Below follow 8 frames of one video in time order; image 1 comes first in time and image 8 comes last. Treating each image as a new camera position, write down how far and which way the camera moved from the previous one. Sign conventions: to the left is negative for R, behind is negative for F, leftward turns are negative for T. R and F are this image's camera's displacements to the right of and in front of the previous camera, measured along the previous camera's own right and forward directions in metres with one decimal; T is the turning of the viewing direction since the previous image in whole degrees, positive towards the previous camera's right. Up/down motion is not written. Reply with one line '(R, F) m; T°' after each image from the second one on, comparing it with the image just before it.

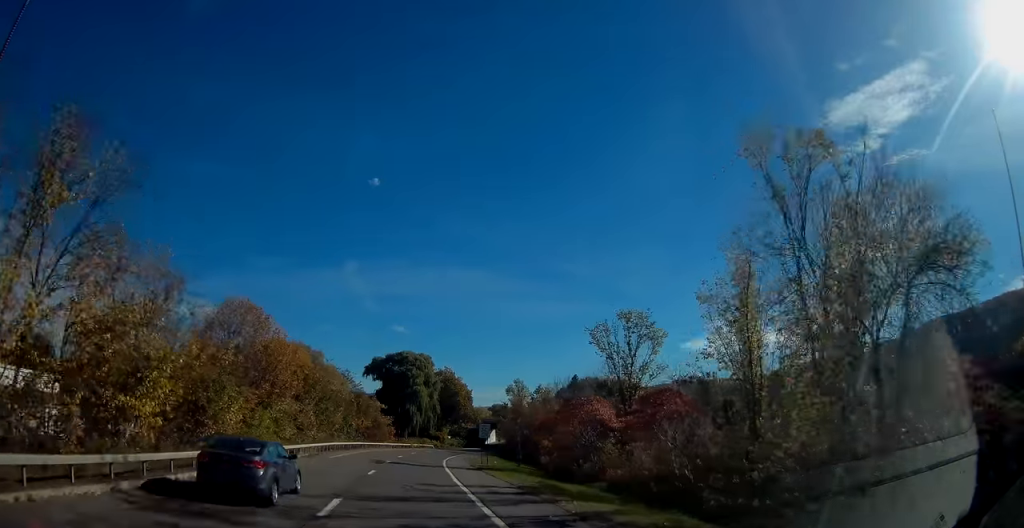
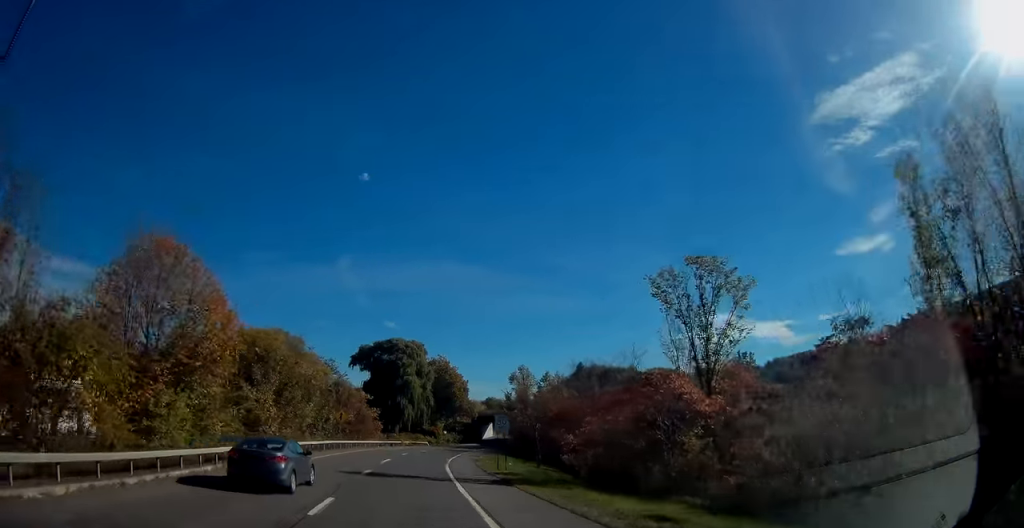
(+0.2, +12.6) m; +1°
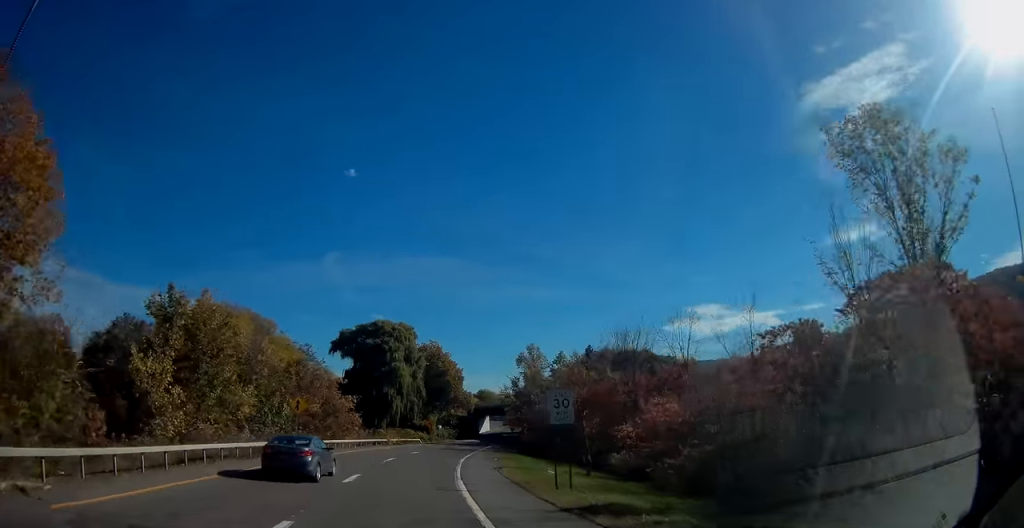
(0.0, +16.2) m; +1°
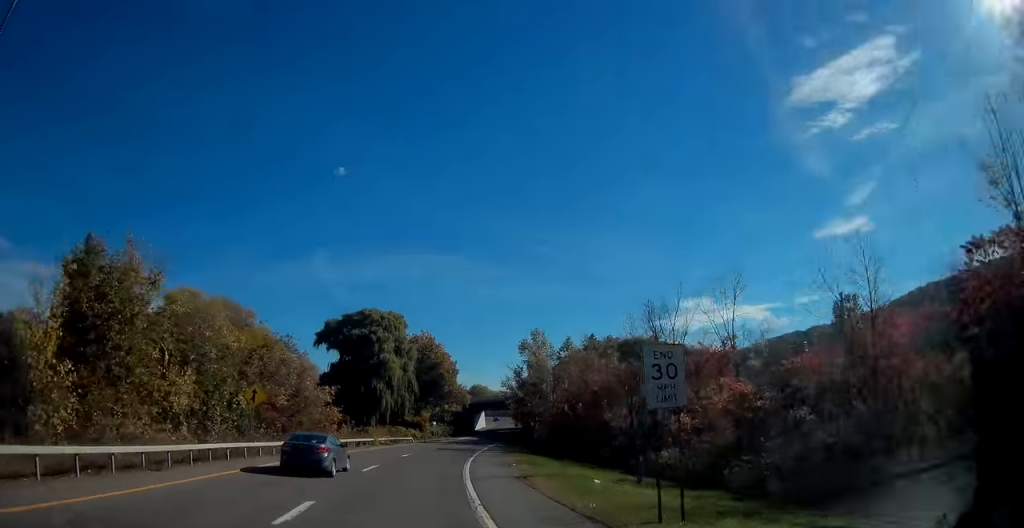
(+0.1, +8.9) m; +1°
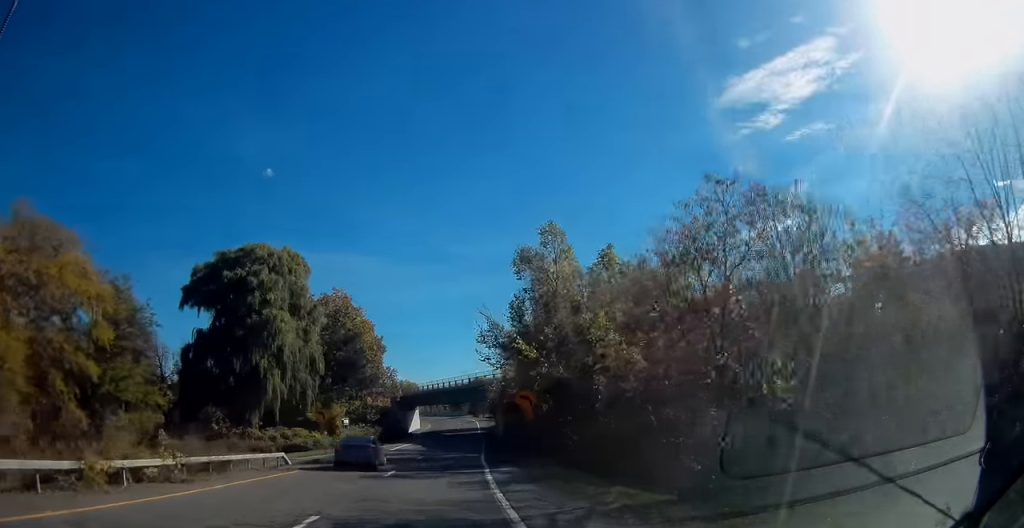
(+2.1, +38.5) m; +7°
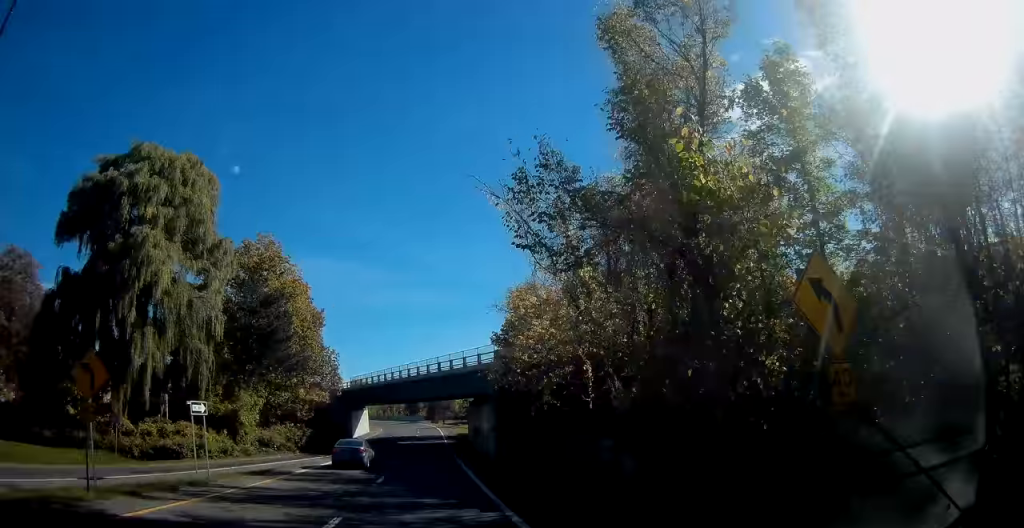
(+1.0, +23.8) m; +3°
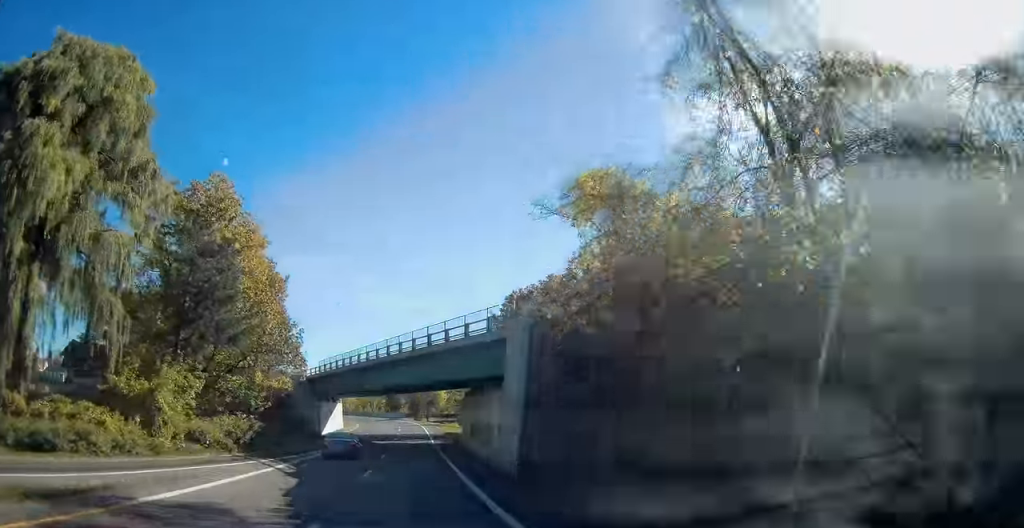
(+0.1, +13.5) m; +1°
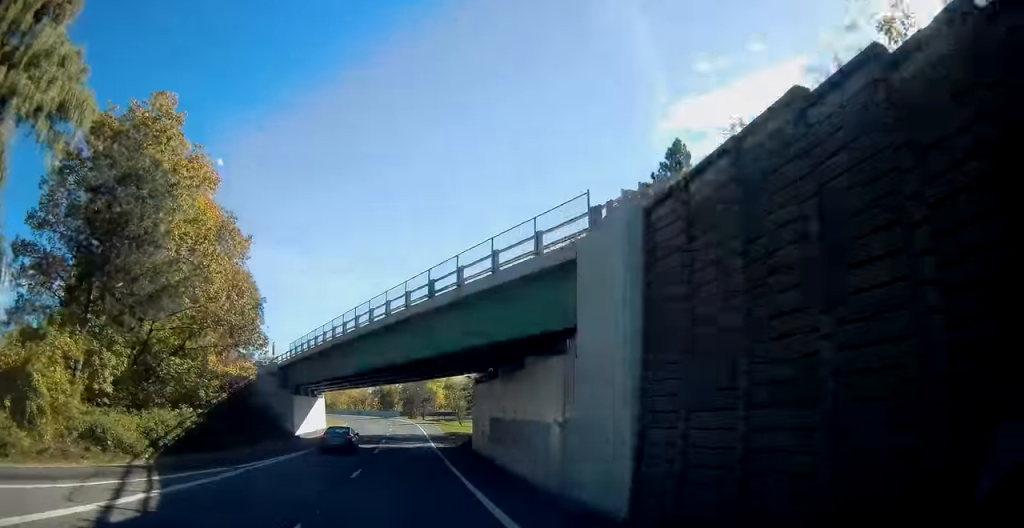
(0.0, +13.0) m; +1°
